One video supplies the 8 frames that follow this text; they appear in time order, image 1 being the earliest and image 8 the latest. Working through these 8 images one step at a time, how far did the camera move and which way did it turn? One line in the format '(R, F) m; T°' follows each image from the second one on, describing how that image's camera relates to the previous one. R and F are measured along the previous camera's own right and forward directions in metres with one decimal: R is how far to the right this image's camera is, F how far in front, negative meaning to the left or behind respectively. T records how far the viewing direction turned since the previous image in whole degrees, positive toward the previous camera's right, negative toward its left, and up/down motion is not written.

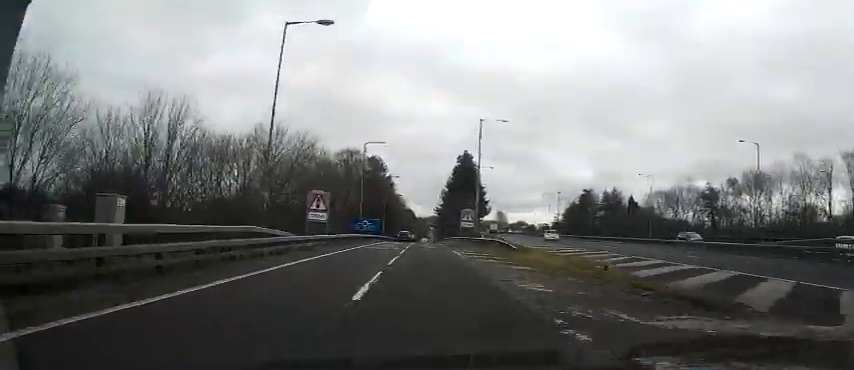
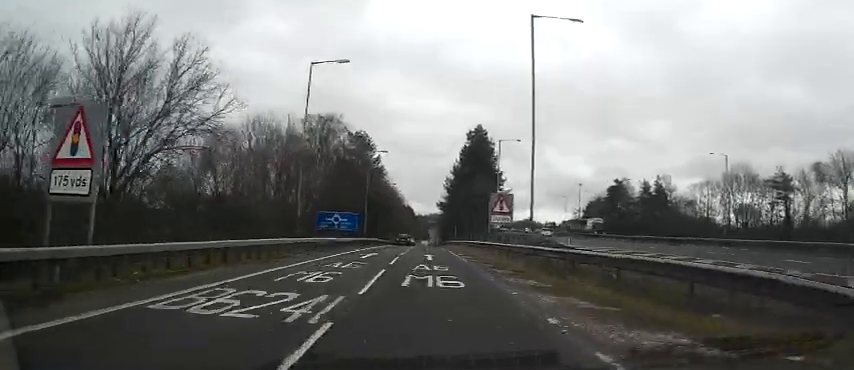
(+0.1, +26.0) m; +1°
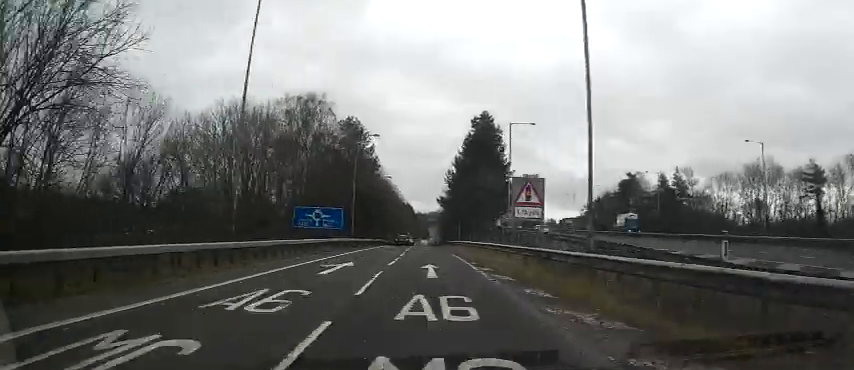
(+0.2, +8.7) m; 0°
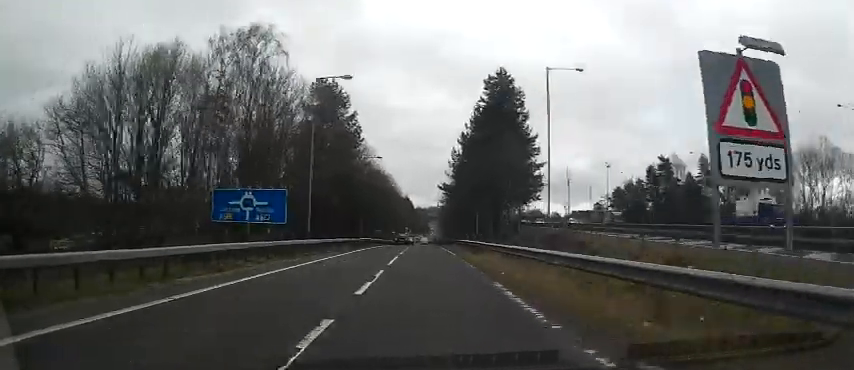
(+0.1, +17.0) m; 0°
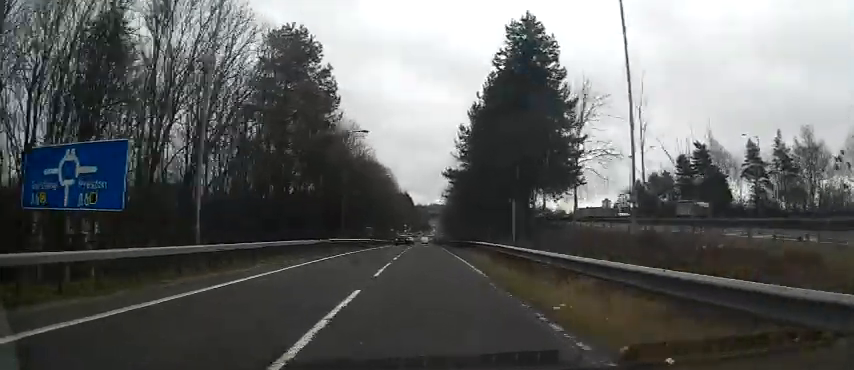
(-0.1, +14.5) m; 0°
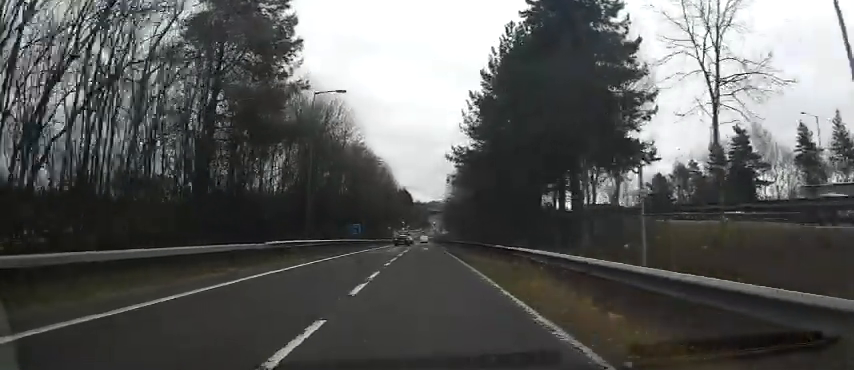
(0.0, +12.3) m; 0°
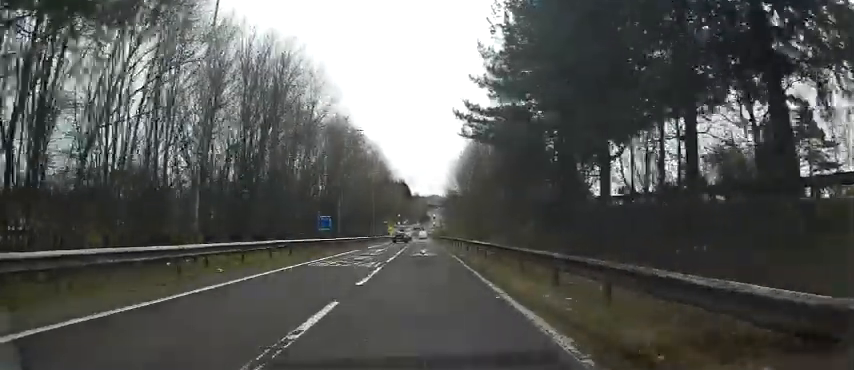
(0.0, +16.1) m; +1°
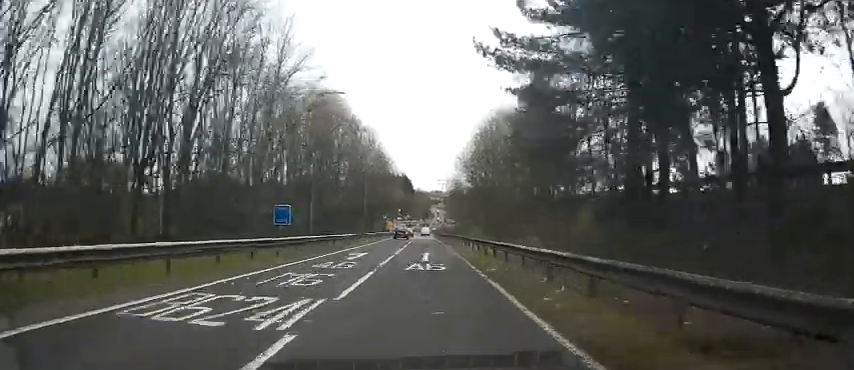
(+0.2, +12.3) m; +1°
